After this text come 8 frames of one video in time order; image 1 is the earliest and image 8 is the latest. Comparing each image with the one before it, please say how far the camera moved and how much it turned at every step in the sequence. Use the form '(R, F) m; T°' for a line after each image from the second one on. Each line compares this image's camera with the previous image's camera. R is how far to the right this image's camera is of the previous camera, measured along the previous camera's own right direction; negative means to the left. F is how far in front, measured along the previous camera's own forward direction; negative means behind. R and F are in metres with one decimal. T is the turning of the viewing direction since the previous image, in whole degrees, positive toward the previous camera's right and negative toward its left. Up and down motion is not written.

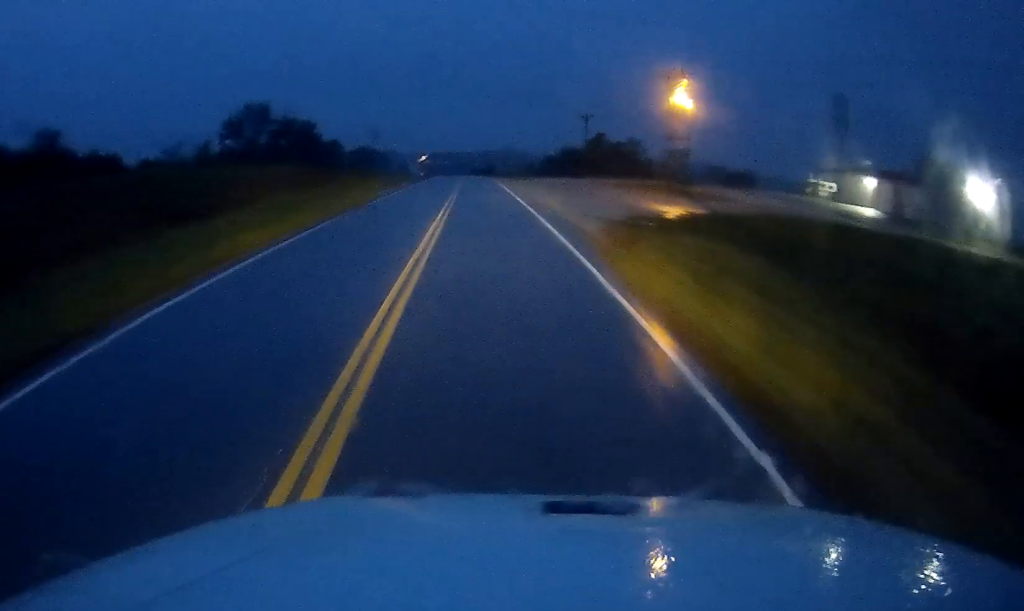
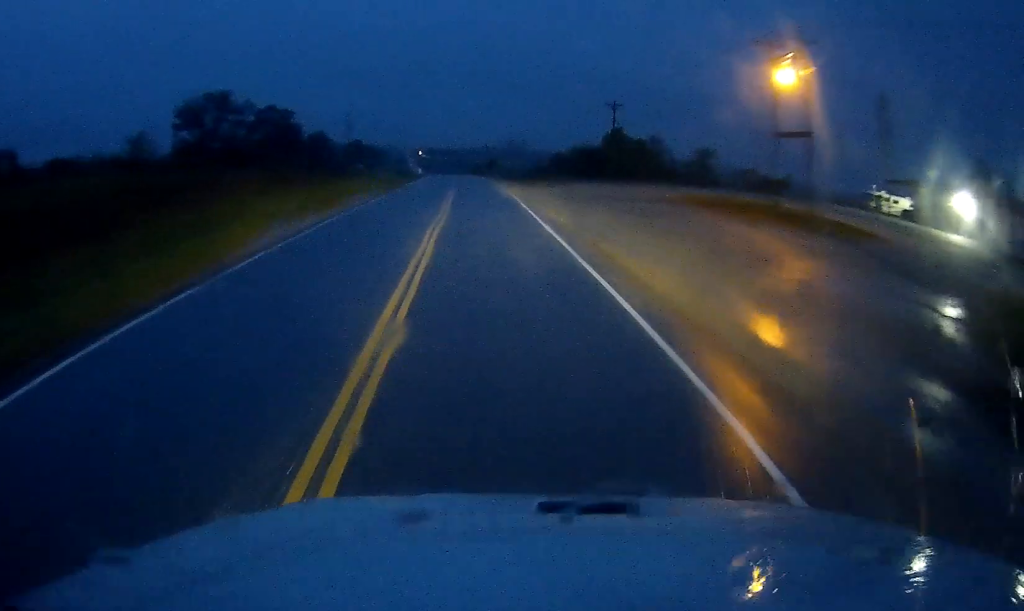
(+0.1, +22.4) m; 0°
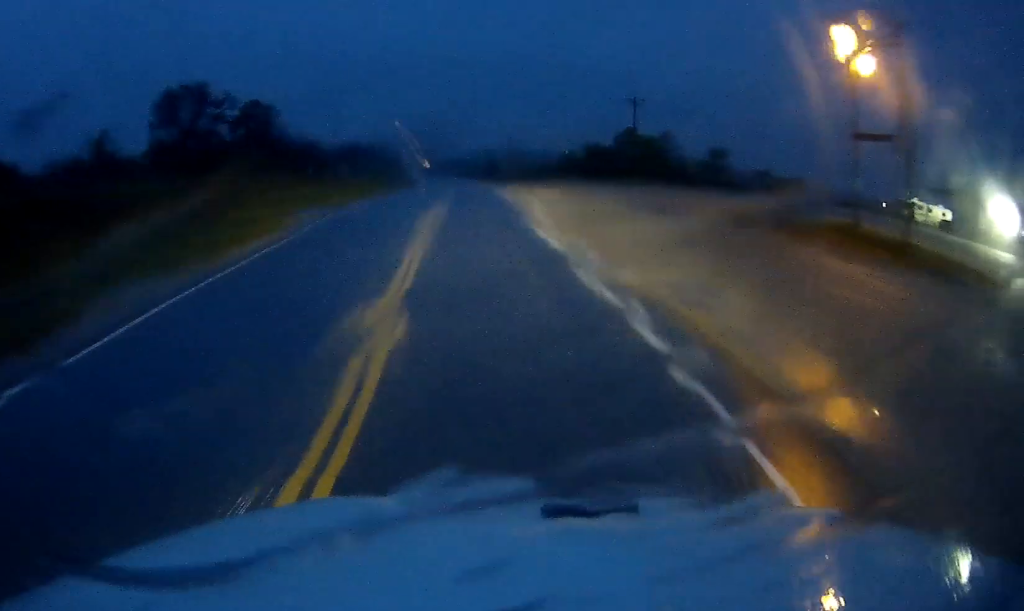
(0.0, +9.6) m; 0°
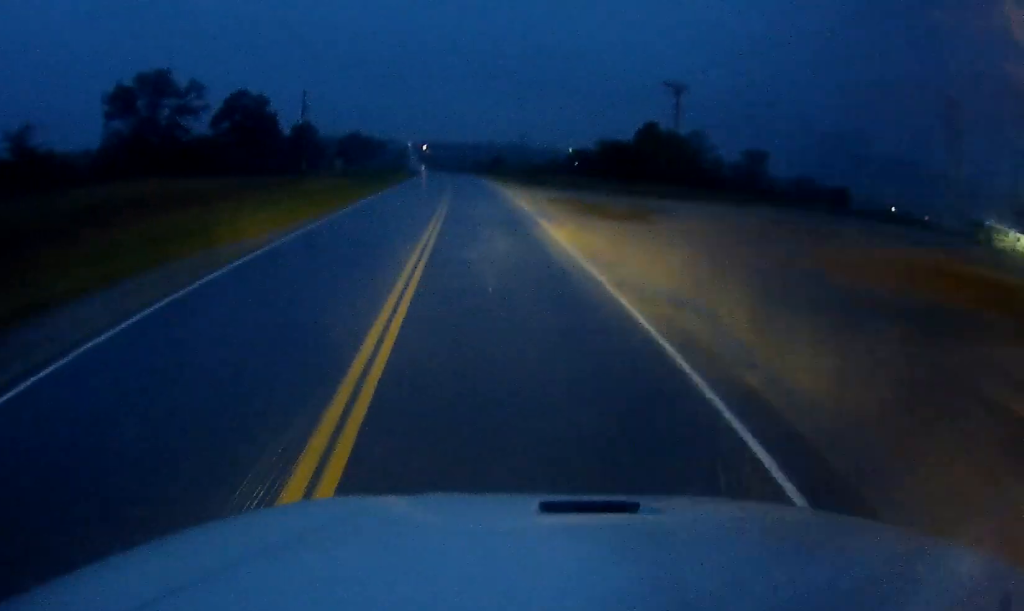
(0.0, +16.7) m; 0°
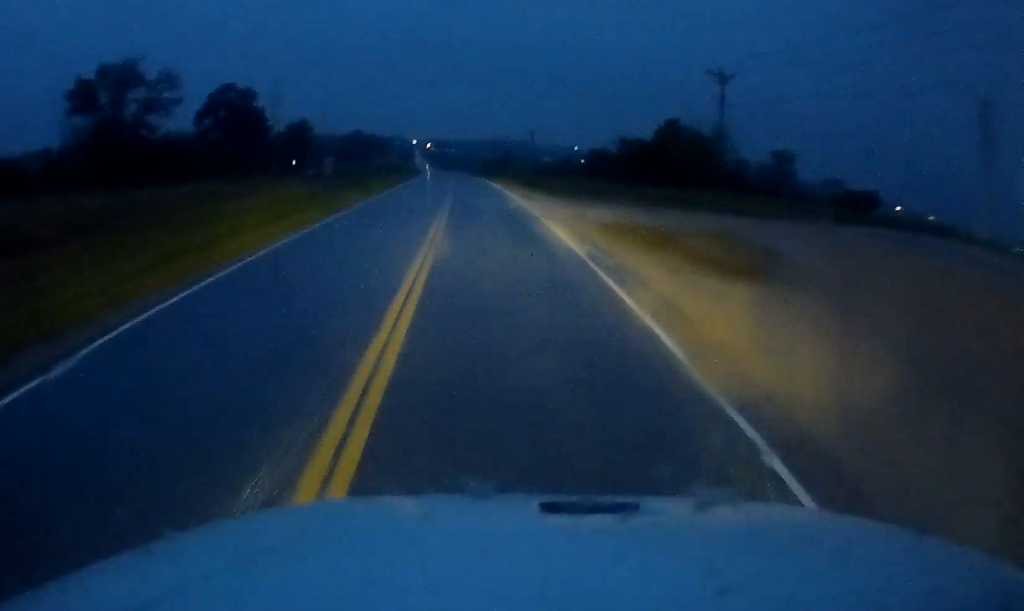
(0.0, +11.2) m; 0°
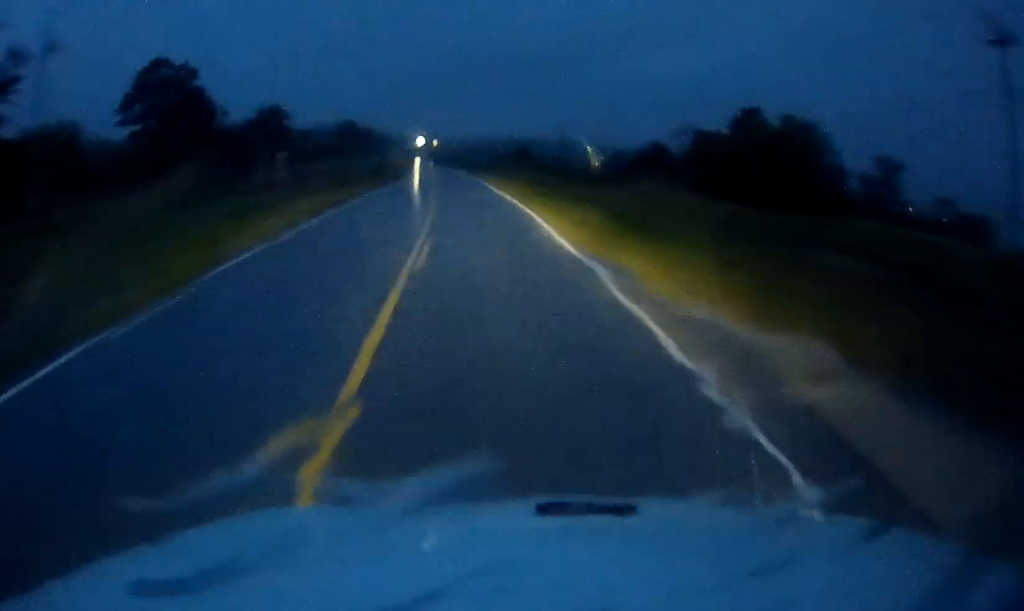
(0.0, +32.8) m; 0°
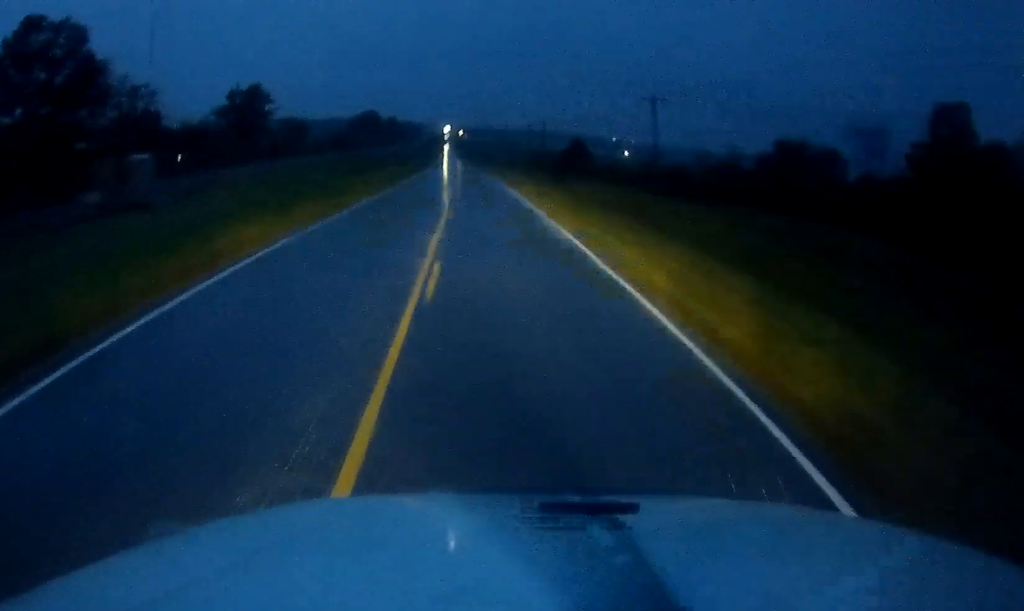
(-0.6, +39.7) m; -2°
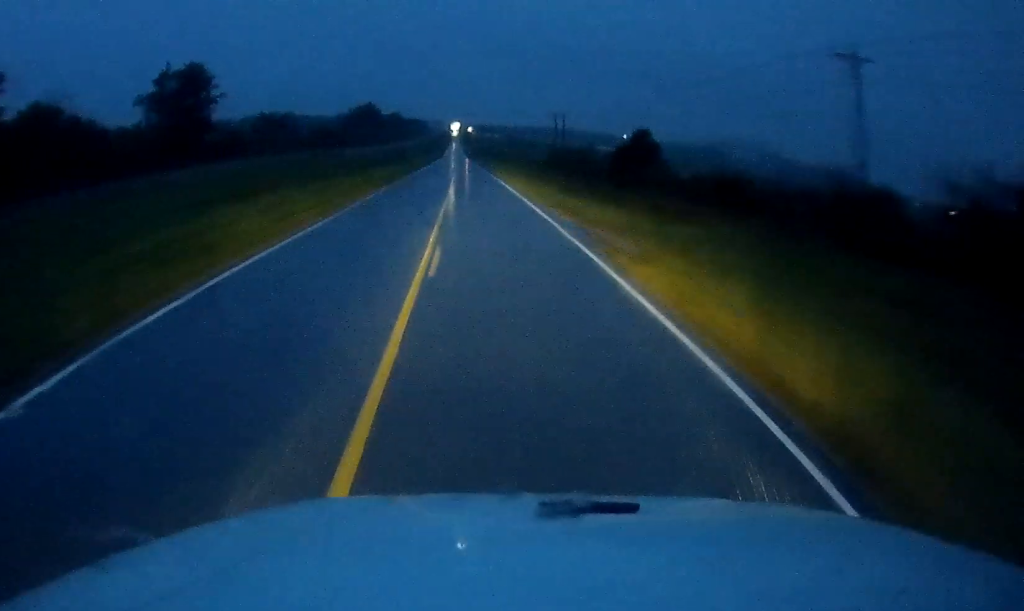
(-0.5, +34.2) m; -2°
